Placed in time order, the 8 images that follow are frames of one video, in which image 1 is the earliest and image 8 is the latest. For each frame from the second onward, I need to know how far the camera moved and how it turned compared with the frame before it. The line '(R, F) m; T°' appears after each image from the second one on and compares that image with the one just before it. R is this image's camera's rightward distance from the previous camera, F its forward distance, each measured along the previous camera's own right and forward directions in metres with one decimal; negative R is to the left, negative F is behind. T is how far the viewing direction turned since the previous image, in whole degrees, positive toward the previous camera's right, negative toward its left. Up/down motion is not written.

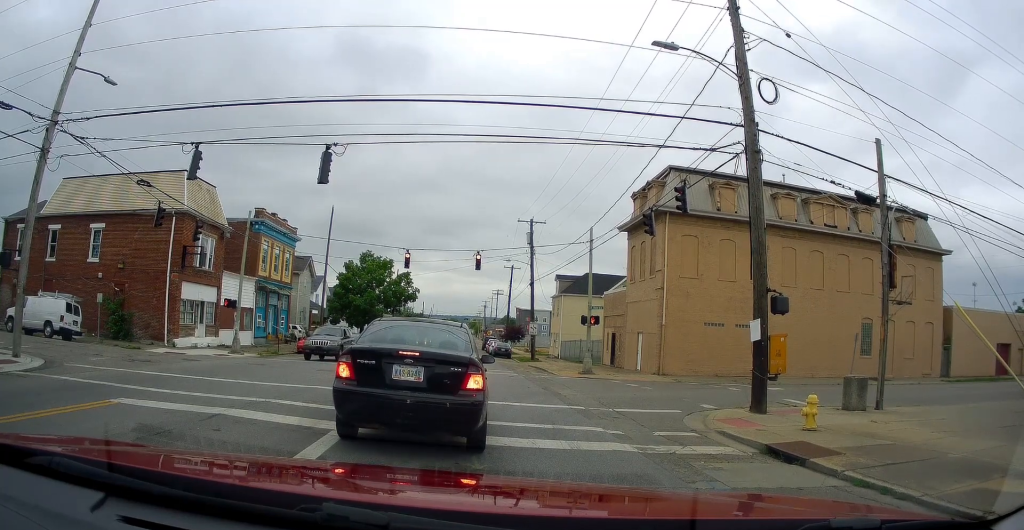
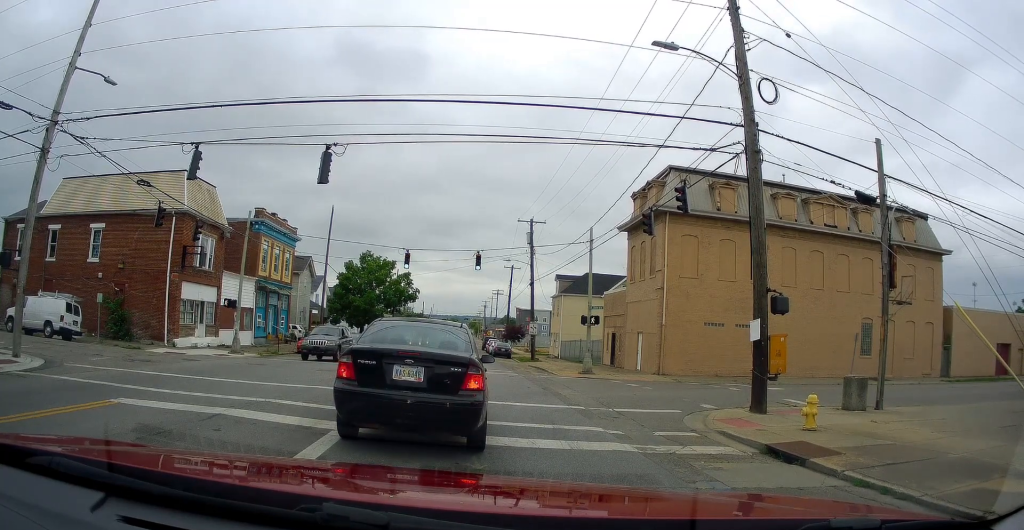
(-0.1, +0.5) m; 0°
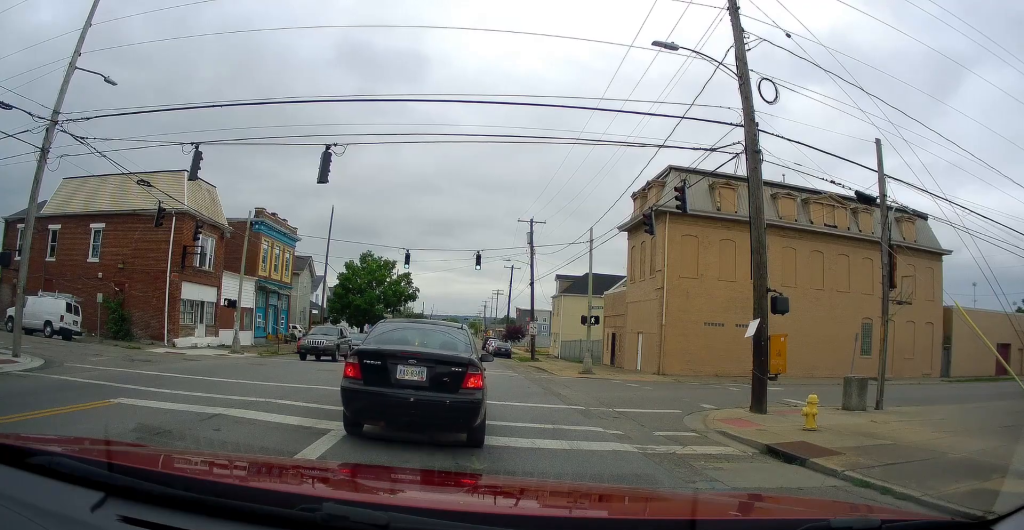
(0.0, +0.3) m; 0°
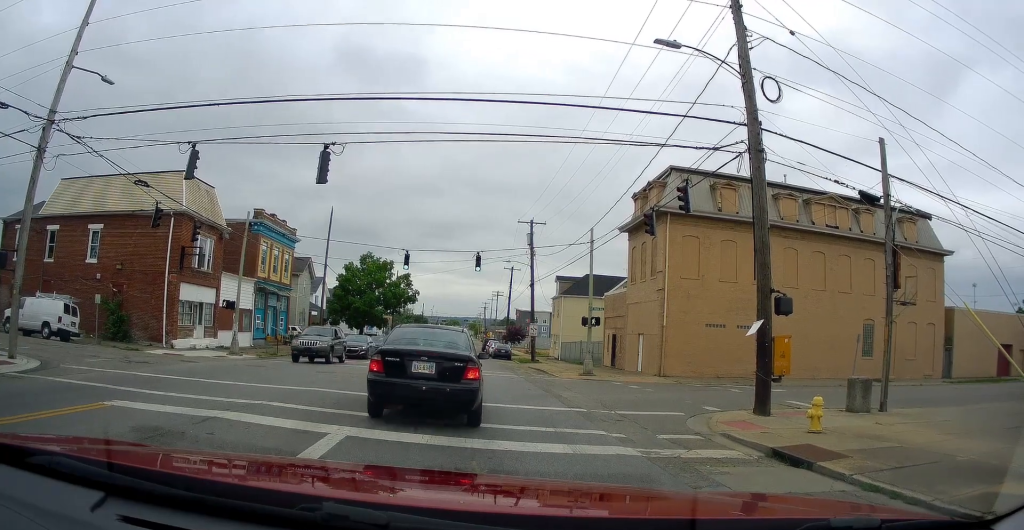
(-0.1, +0.4) m; 0°
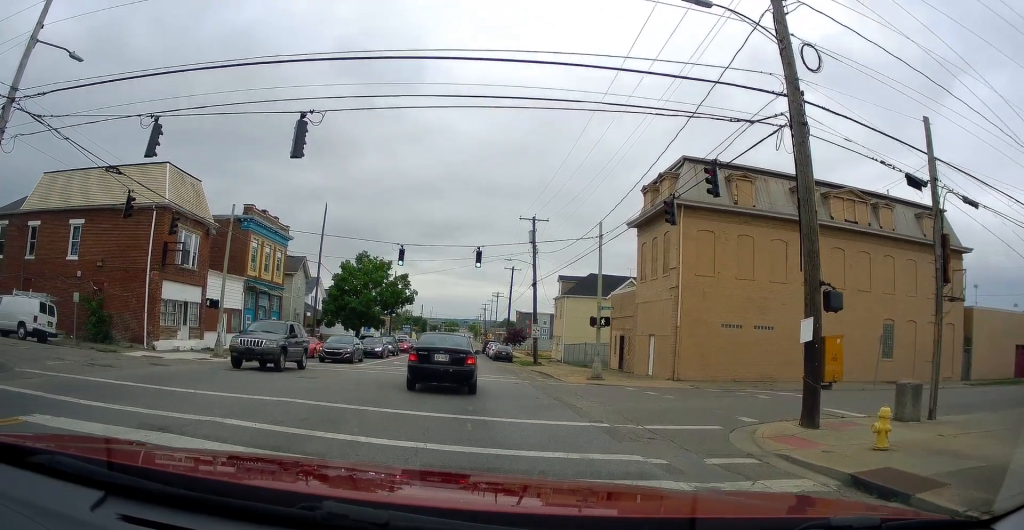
(-0.1, +0.7) m; -2°
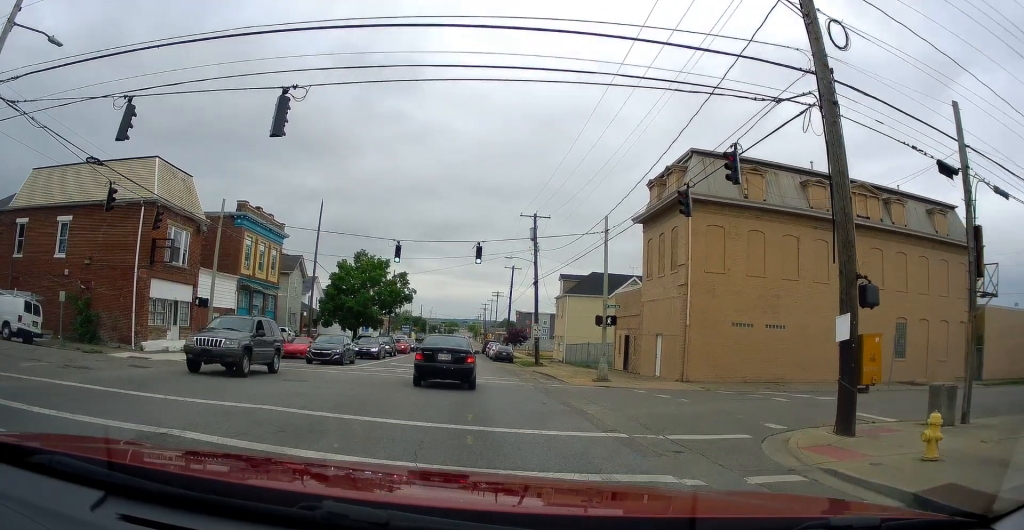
(0.0, +0.3) m; -4°
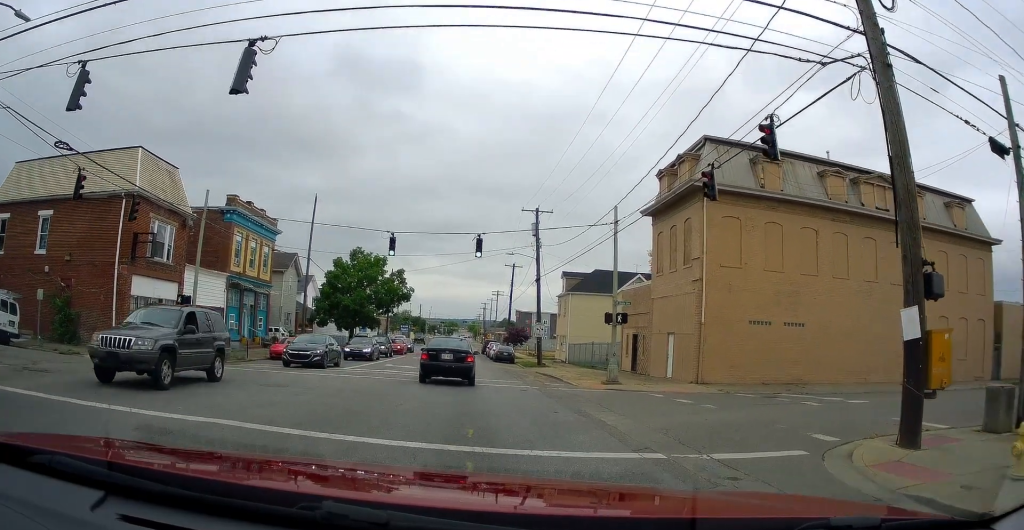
(0.0, +0.7) m; -2°
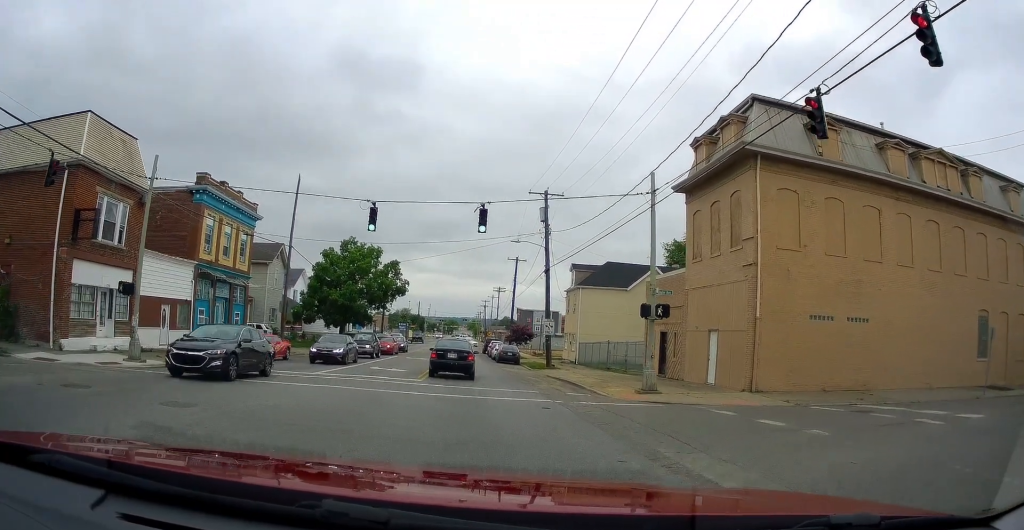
(+0.1, +3.7) m; +5°
